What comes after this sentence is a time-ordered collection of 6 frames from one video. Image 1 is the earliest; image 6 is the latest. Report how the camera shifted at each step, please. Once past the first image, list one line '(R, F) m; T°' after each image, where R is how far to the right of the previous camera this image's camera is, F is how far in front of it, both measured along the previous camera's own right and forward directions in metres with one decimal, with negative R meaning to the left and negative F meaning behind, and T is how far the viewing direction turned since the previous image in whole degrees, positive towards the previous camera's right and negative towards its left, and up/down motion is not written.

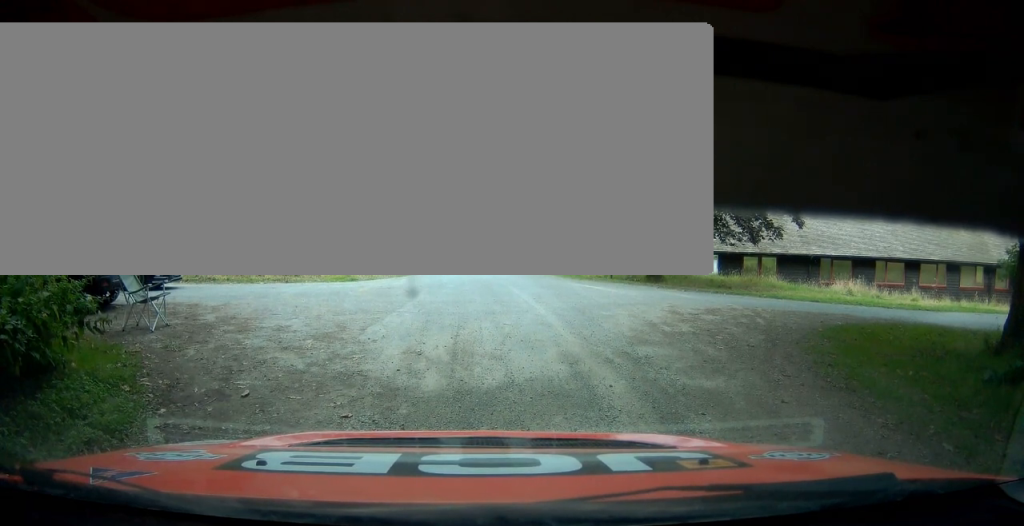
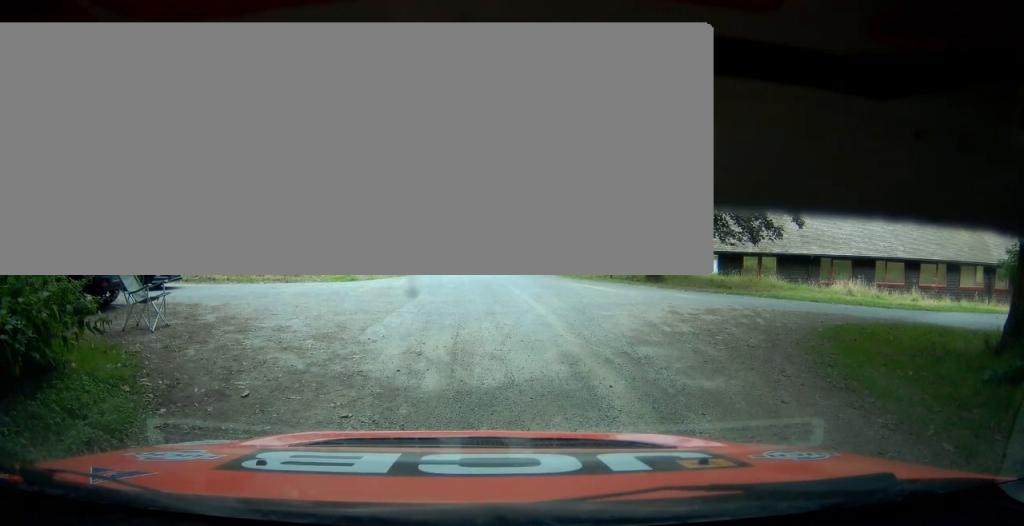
(0.0, 0.0) m; 0°
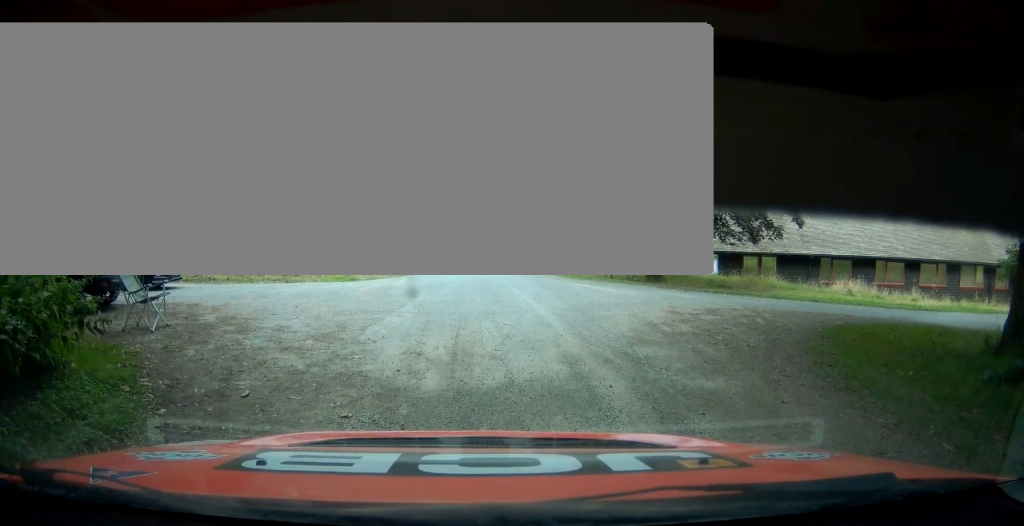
(0.0, 0.0) m; 0°
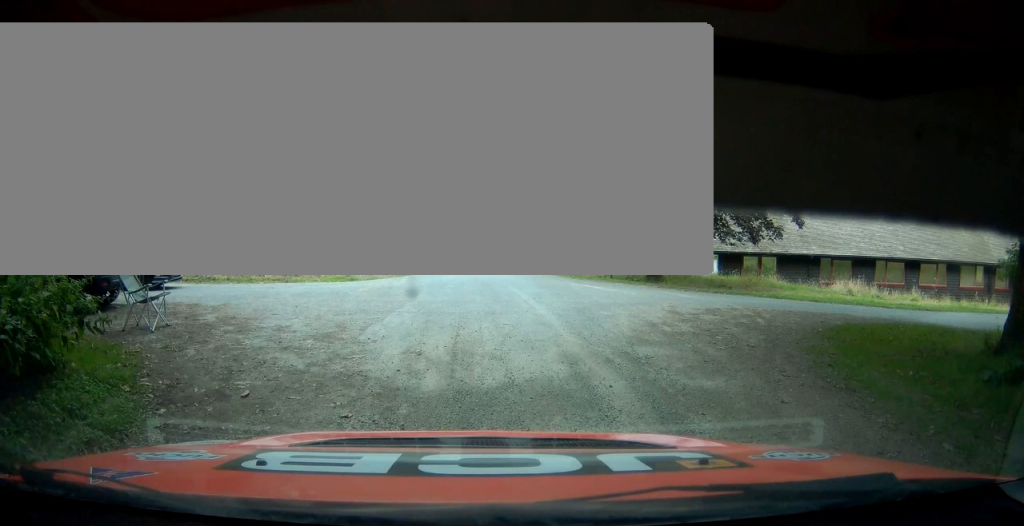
(0.0, 0.0) m; 0°
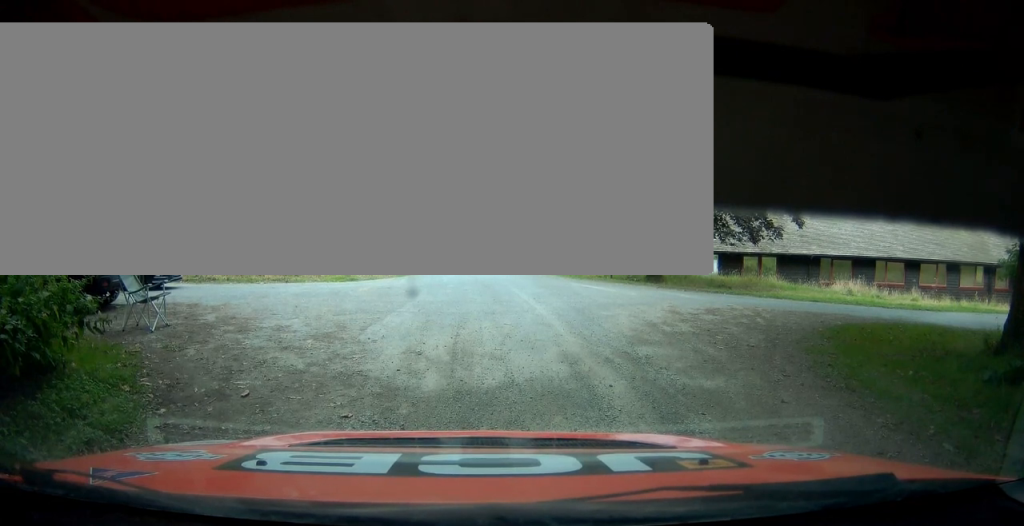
(0.0, 0.0) m; 0°
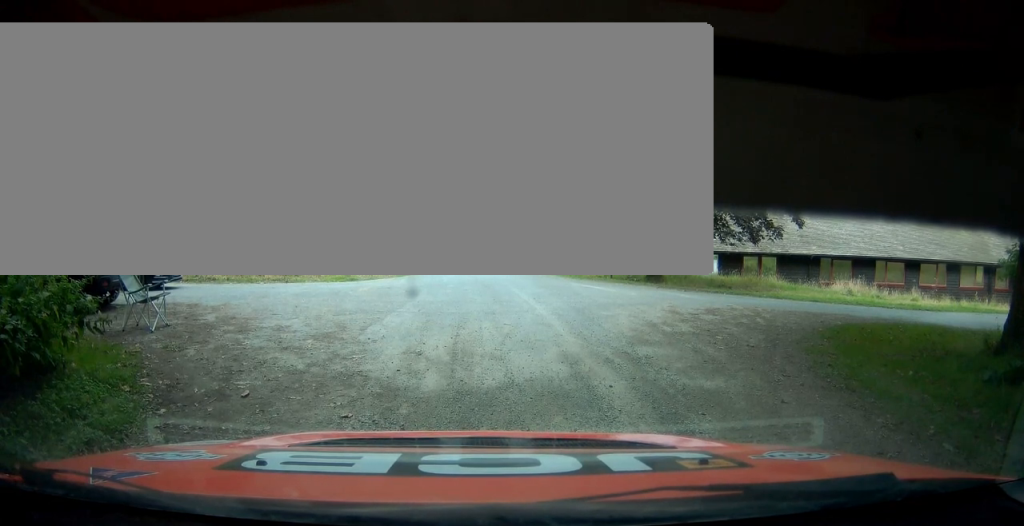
(0.0, 0.0) m; 0°
